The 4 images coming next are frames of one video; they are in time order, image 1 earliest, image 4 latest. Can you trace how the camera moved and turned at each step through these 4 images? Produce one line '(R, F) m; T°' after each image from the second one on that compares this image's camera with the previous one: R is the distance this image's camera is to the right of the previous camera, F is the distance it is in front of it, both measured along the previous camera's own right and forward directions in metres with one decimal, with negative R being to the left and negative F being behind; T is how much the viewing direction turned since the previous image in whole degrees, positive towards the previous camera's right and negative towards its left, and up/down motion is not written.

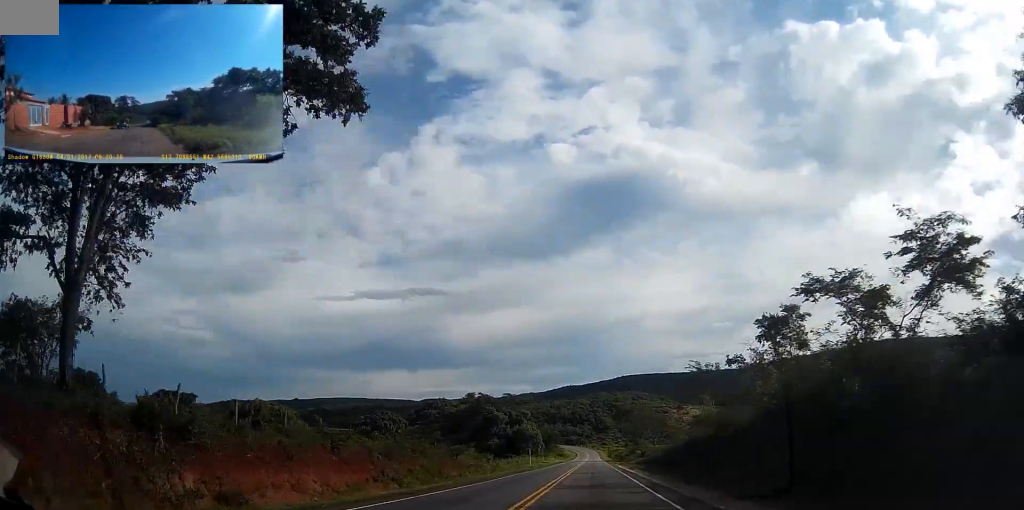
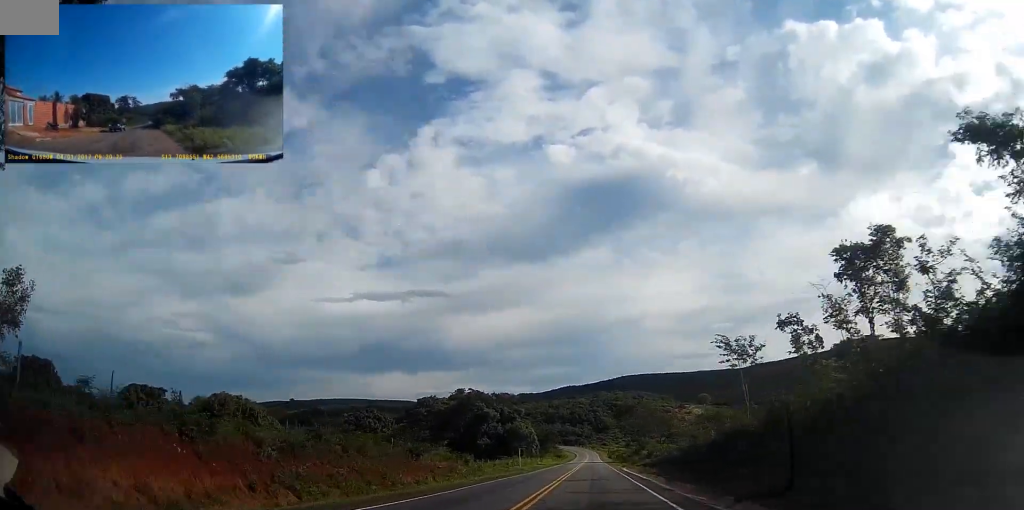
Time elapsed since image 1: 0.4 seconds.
(+0.1, +9.2) m; 0°
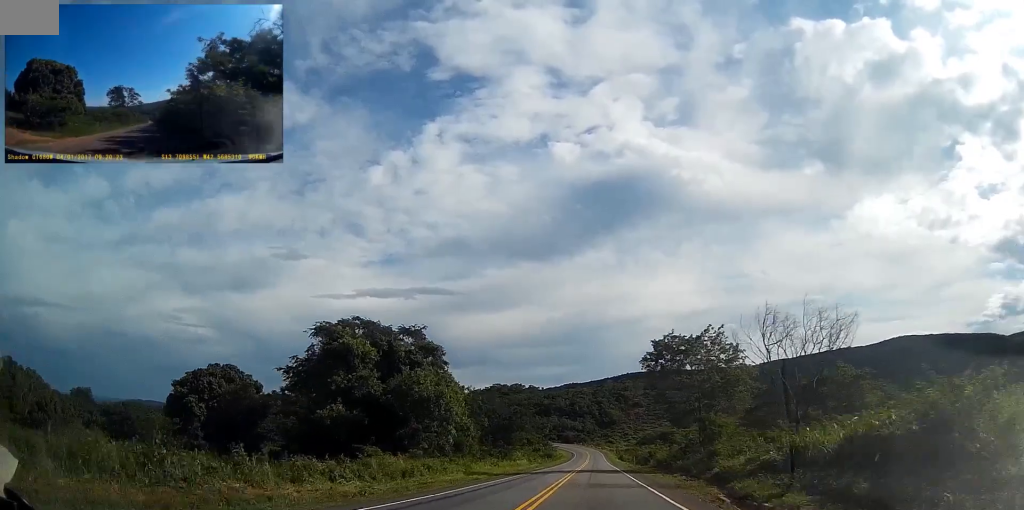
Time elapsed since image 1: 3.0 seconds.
(-0.5, +57.2) m; 0°
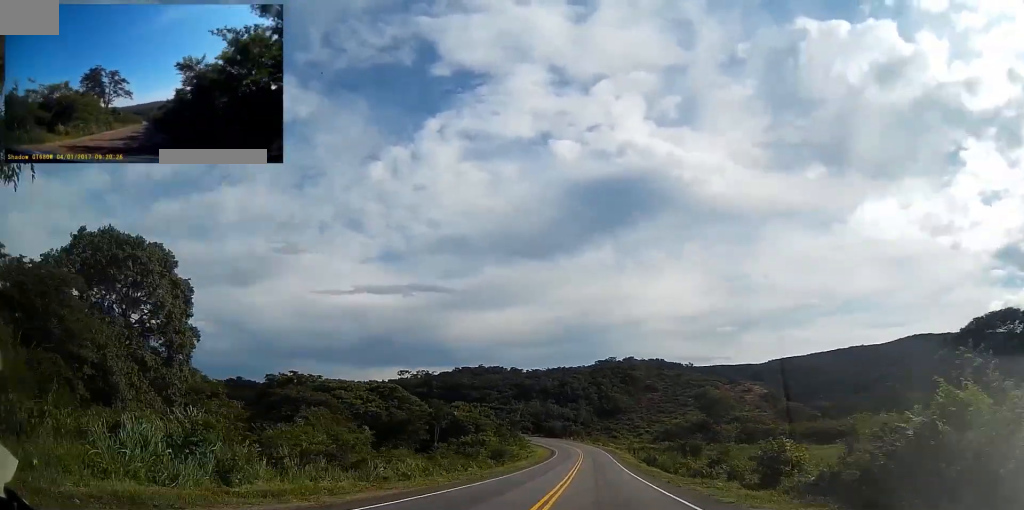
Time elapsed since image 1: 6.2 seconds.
(-0.1, +76.5) m; 0°
